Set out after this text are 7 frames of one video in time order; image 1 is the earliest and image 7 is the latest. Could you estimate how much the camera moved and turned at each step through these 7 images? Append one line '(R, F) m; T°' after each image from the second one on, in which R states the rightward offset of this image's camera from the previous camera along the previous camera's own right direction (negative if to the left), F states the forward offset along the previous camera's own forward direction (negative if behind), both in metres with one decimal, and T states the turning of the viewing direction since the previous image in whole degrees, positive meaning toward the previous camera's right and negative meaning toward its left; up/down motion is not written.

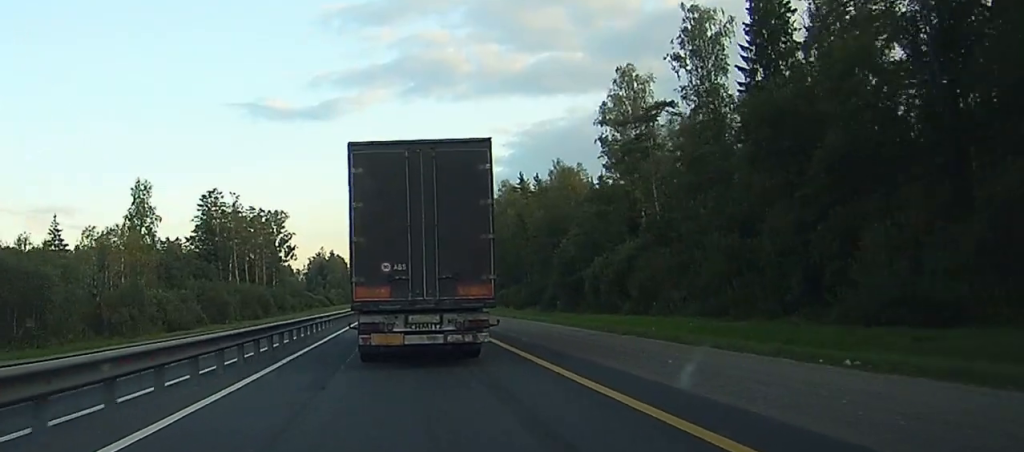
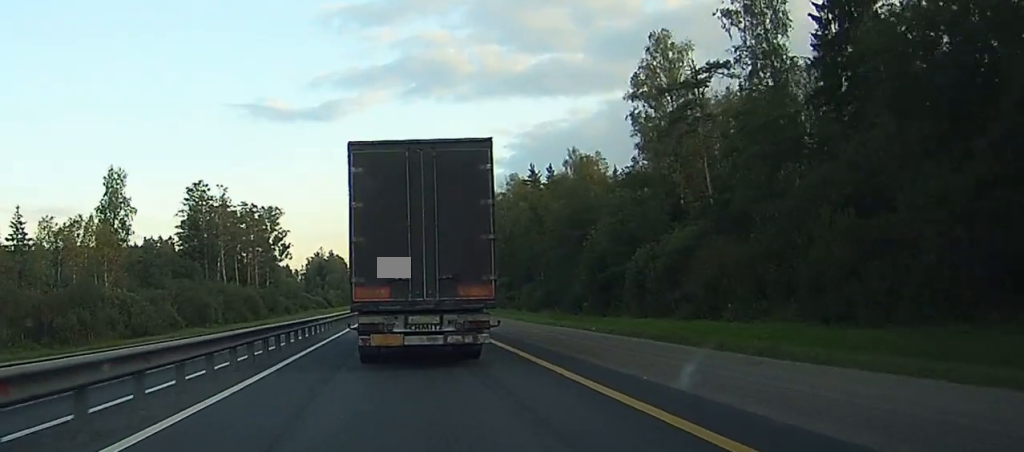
(0.0, +11.0) m; 0°
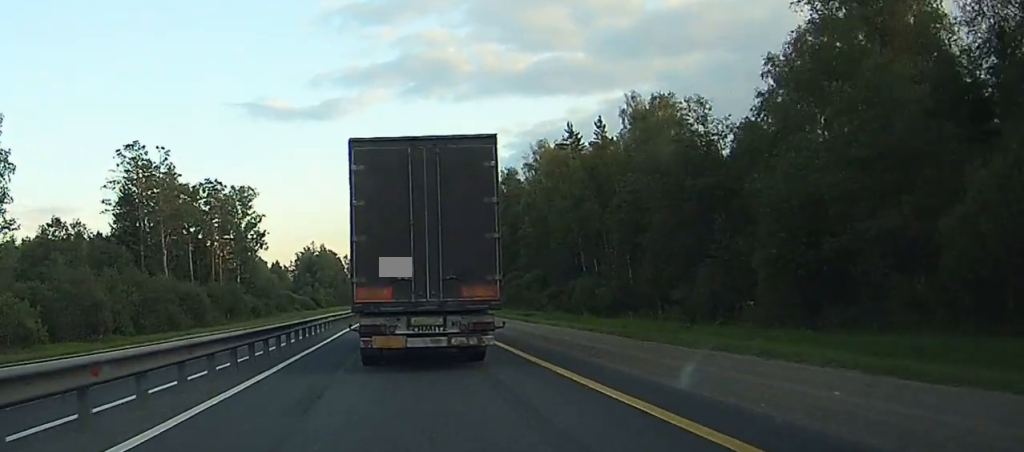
(-0.2, +37.4) m; -1°
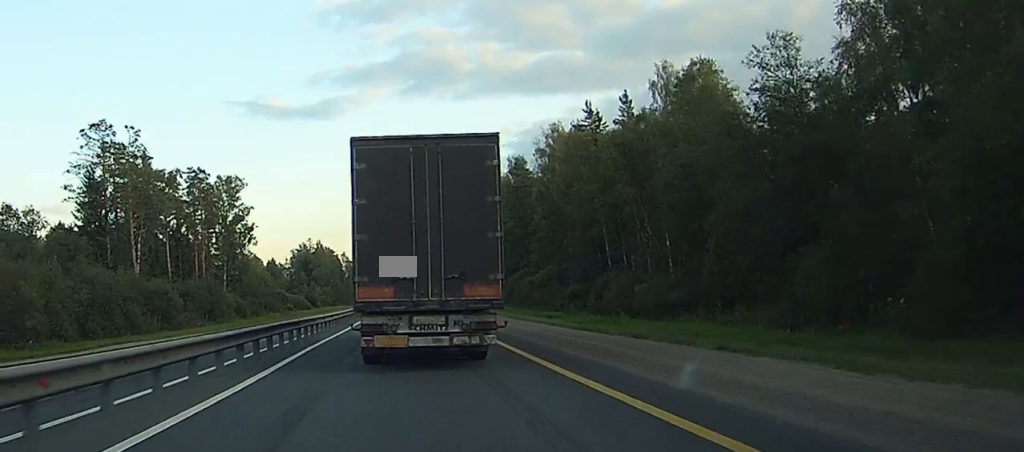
(0.0, +12.5) m; 0°
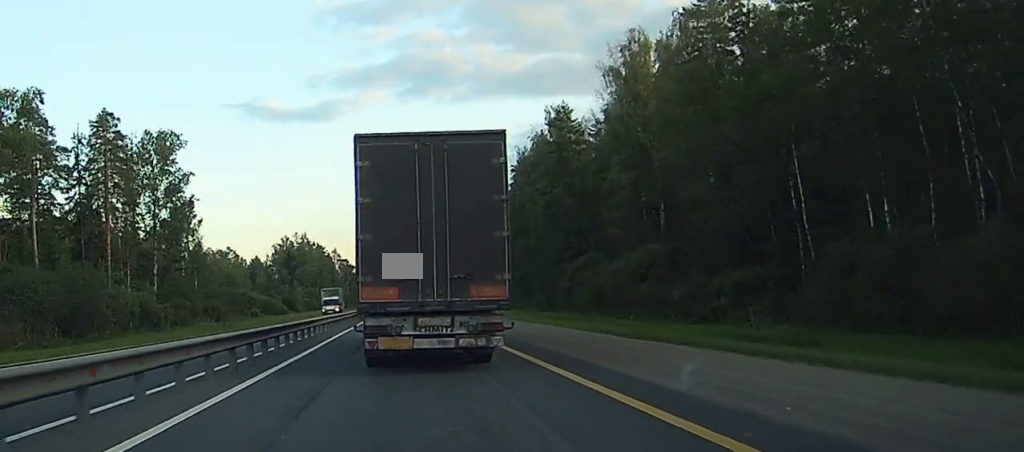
(+0.1, +42.1) m; 0°
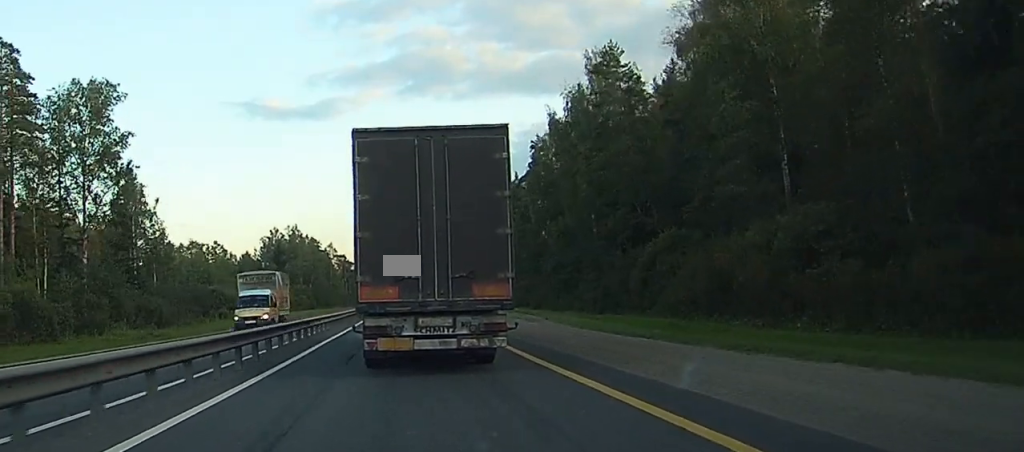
(0.0, +27.9) m; 0°
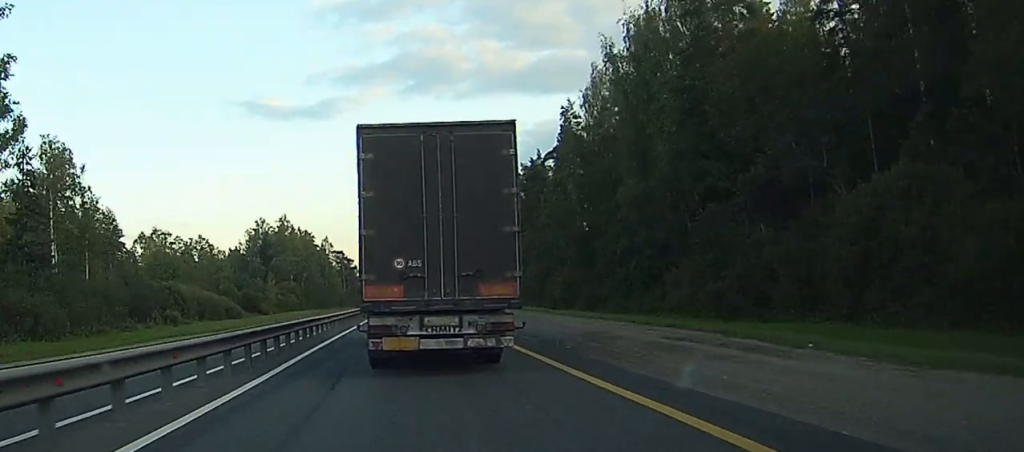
(-0.1, +34.7) m; 0°
